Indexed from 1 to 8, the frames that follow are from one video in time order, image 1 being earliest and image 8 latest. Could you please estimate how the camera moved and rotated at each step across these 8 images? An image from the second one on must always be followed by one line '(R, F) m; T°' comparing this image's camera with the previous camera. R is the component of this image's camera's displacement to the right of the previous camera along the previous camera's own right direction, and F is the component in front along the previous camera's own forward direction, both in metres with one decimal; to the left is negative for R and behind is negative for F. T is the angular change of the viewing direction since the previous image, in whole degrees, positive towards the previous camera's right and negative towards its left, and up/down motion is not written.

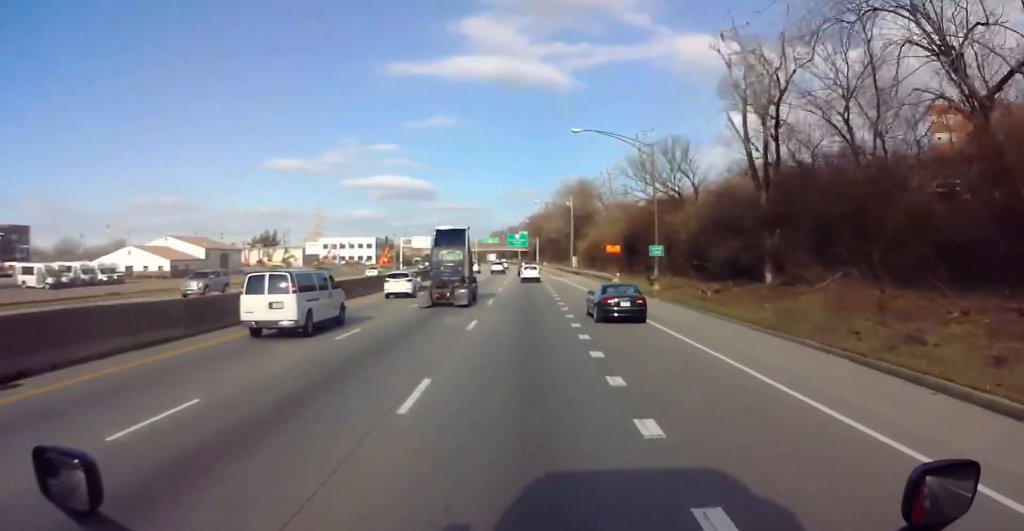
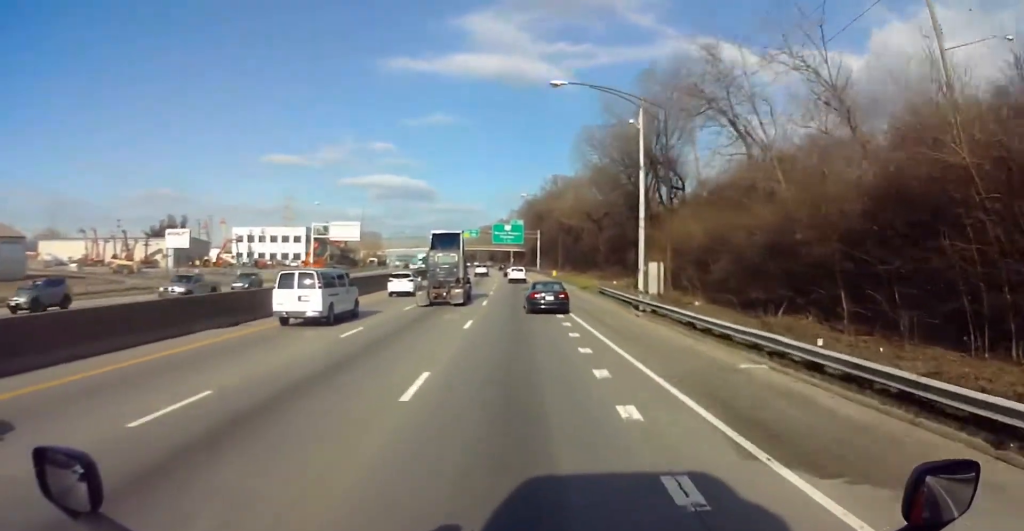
(-0.6, +72.4) m; 0°
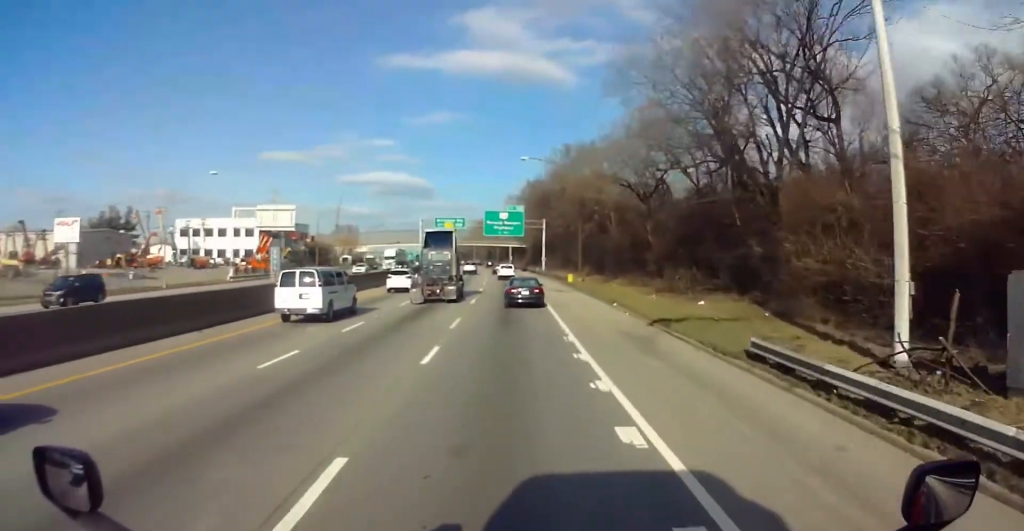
(-0.1, +30.7) m; -1°
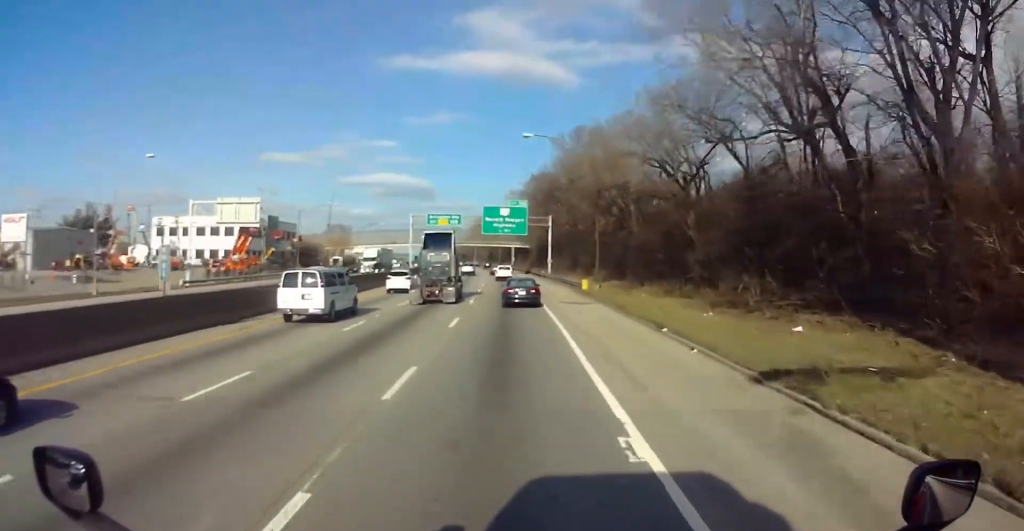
(0.0, +11.4) m; 0°
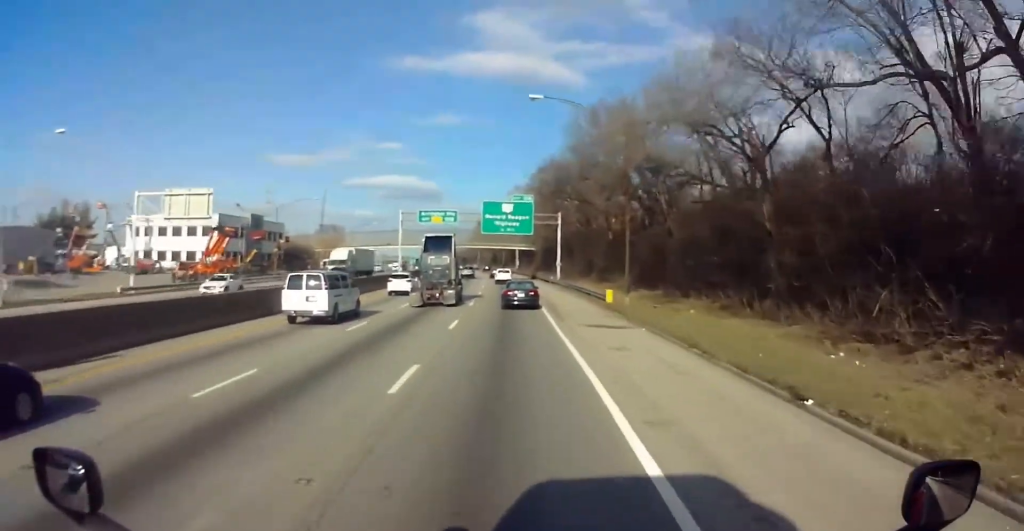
(0.0, +11.4) m; 0°
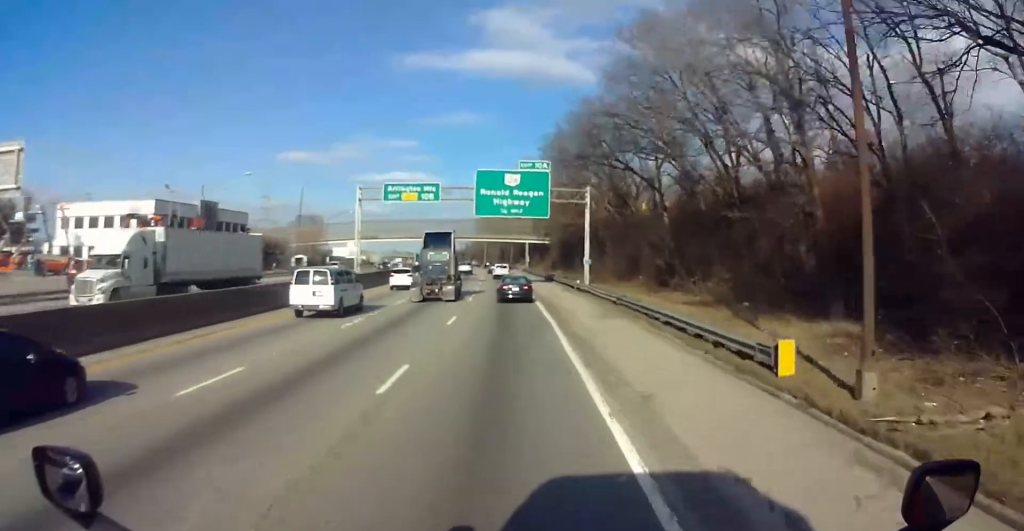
(0.0, +24.6) m; 0°
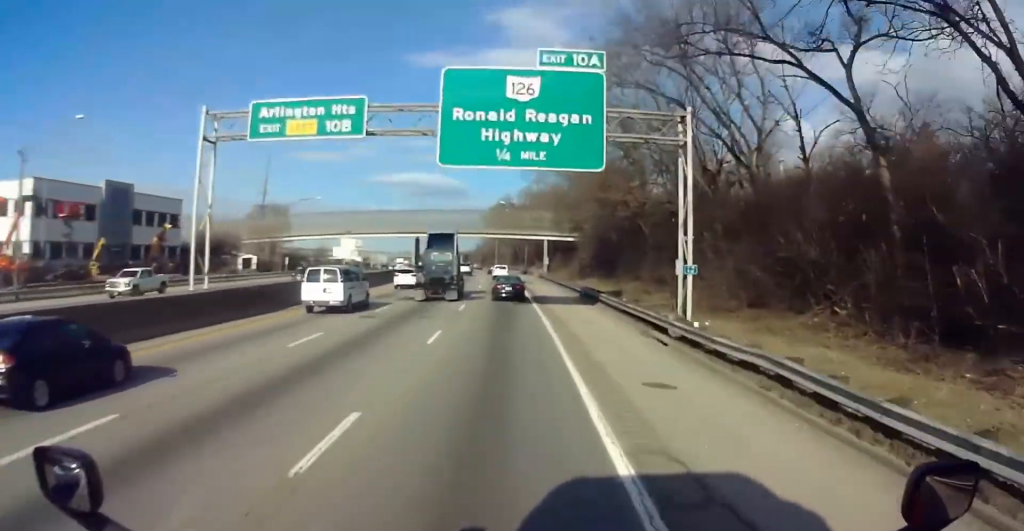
(0.0, +29.7) m; 0°
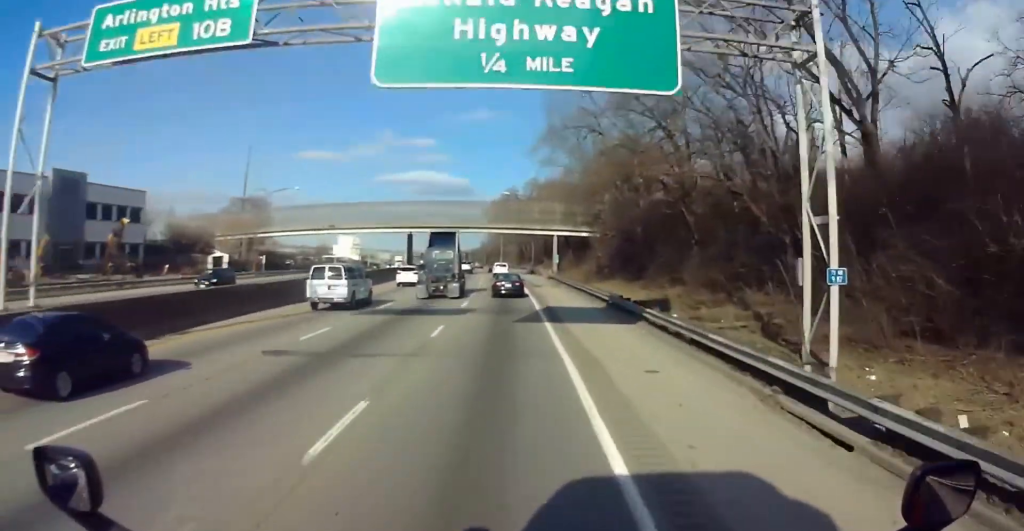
(0.0, +11.4) m; 0°
